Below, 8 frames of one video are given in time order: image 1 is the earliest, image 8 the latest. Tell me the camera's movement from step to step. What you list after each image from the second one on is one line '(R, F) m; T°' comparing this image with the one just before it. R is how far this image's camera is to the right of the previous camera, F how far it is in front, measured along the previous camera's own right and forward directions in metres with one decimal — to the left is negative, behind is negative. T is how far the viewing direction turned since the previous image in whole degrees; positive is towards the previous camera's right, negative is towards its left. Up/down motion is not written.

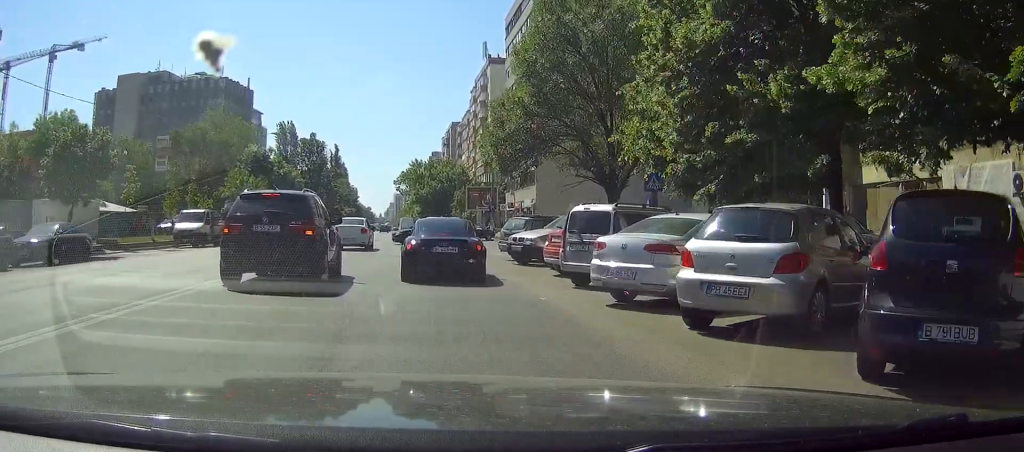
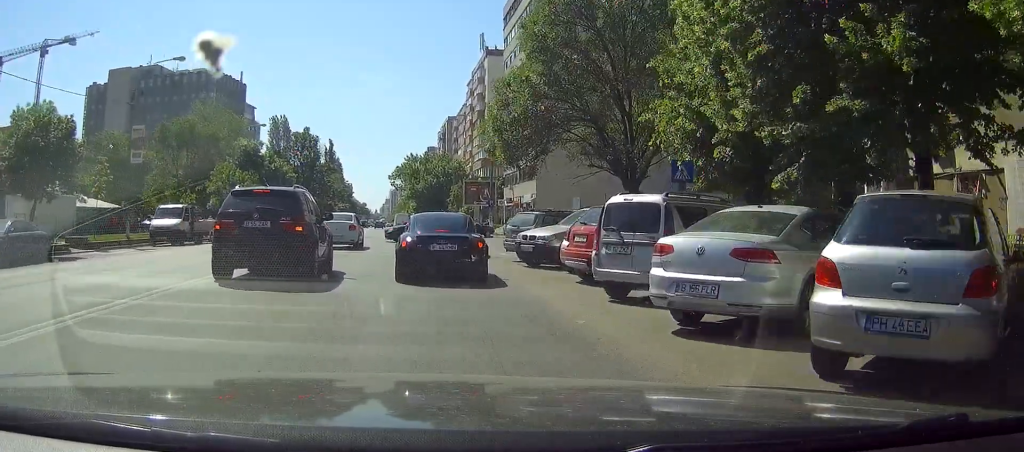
(0.0, +2.8) m; +1°
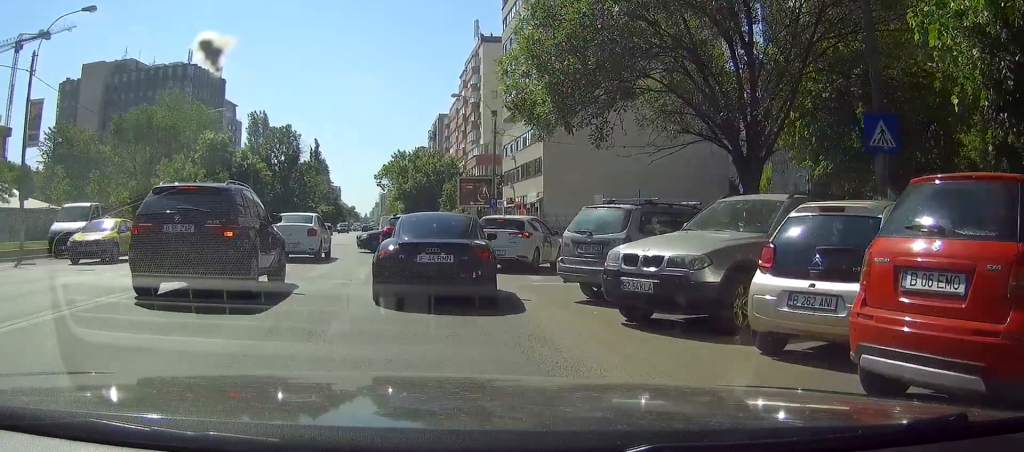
(+0.2, +9.5) m; +5°
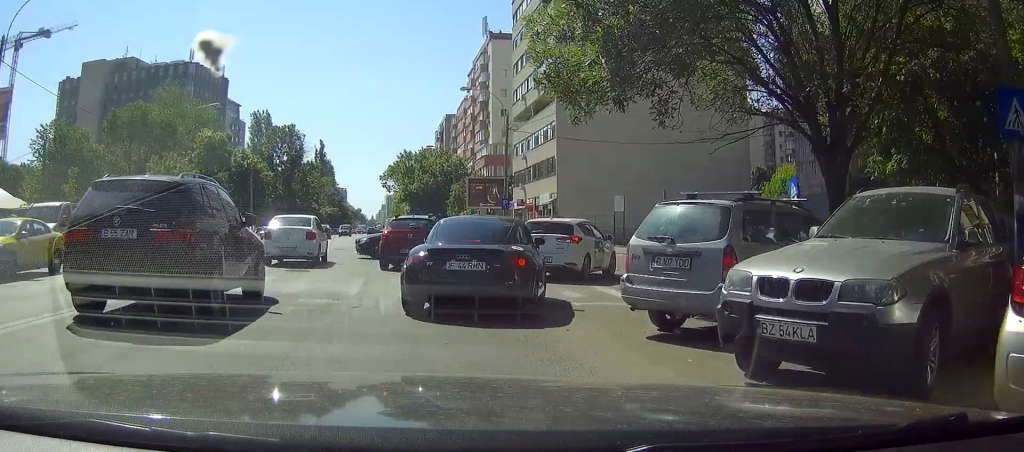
(+0.1, +3.2) m; +3°
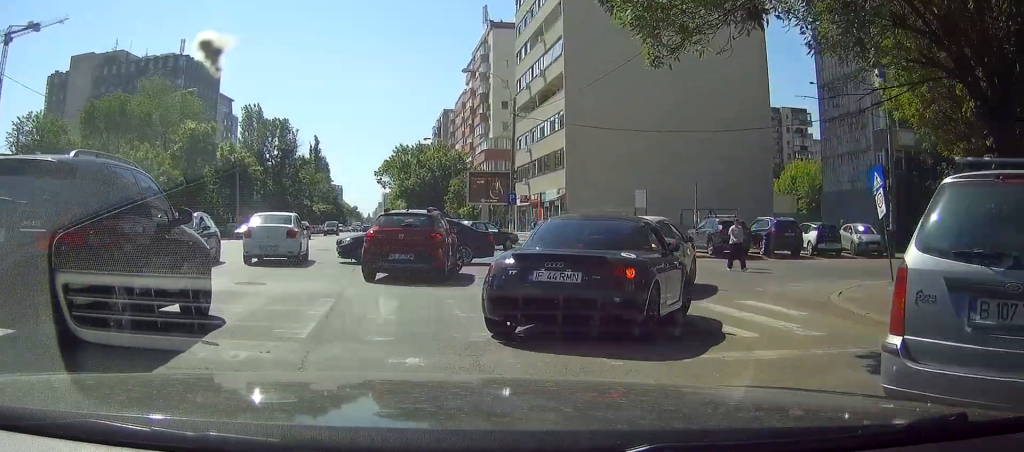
(+0.1, +4.2) m; +8°
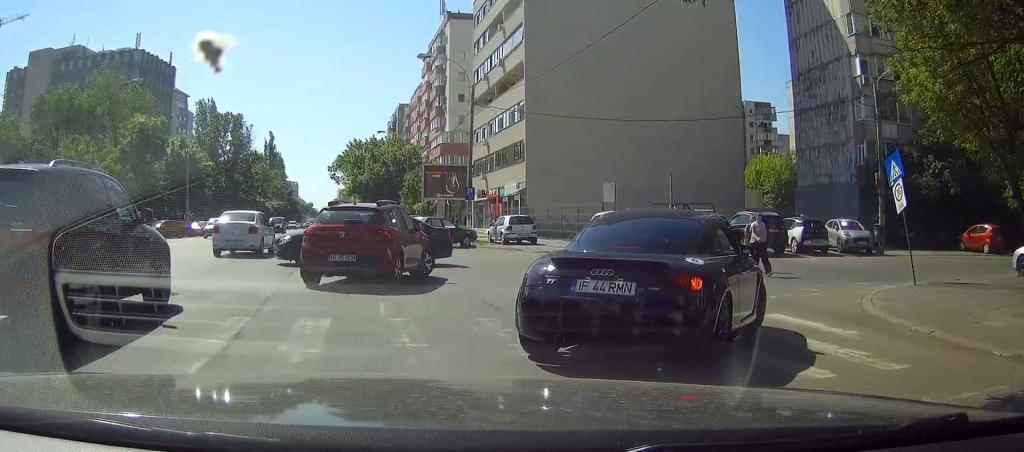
(+0.3, +1.6) m; +2°
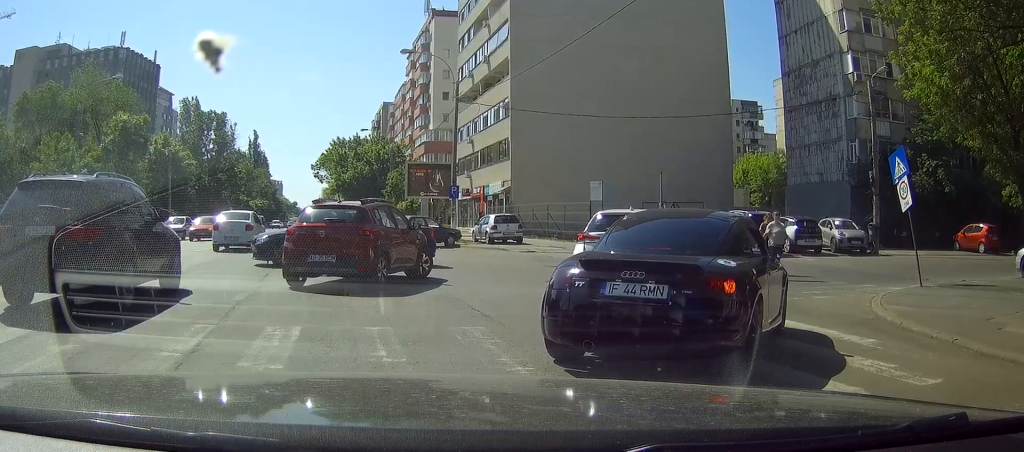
(+0.4, +0.6) m; 0°
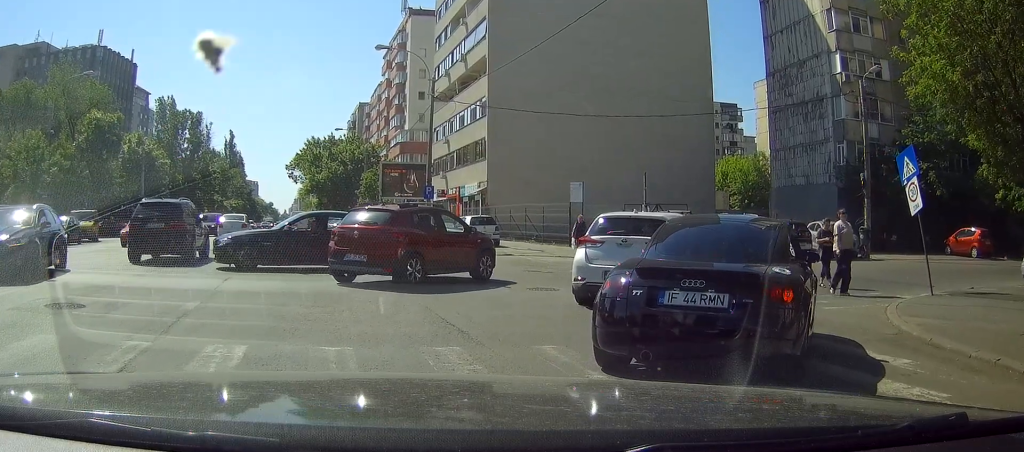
(+0.2, +1.9) m; 0°
